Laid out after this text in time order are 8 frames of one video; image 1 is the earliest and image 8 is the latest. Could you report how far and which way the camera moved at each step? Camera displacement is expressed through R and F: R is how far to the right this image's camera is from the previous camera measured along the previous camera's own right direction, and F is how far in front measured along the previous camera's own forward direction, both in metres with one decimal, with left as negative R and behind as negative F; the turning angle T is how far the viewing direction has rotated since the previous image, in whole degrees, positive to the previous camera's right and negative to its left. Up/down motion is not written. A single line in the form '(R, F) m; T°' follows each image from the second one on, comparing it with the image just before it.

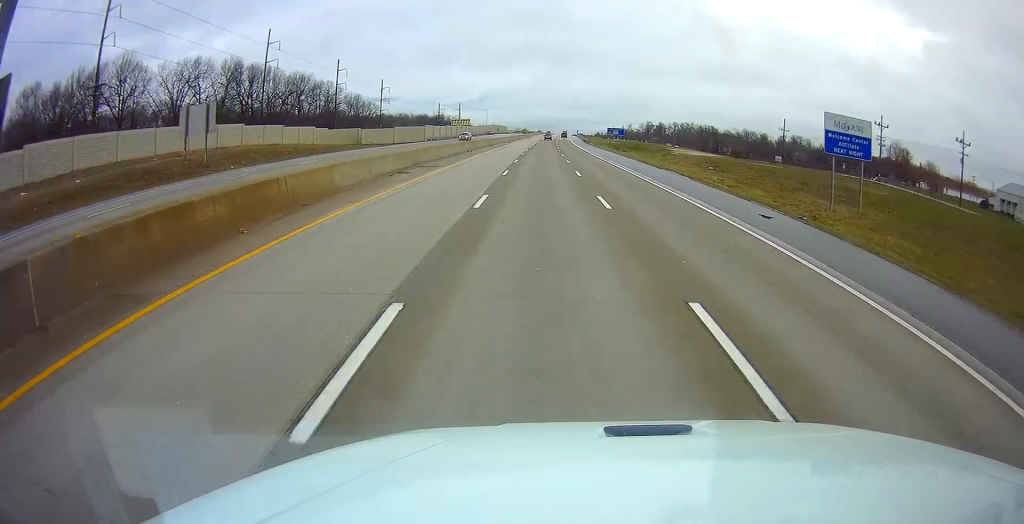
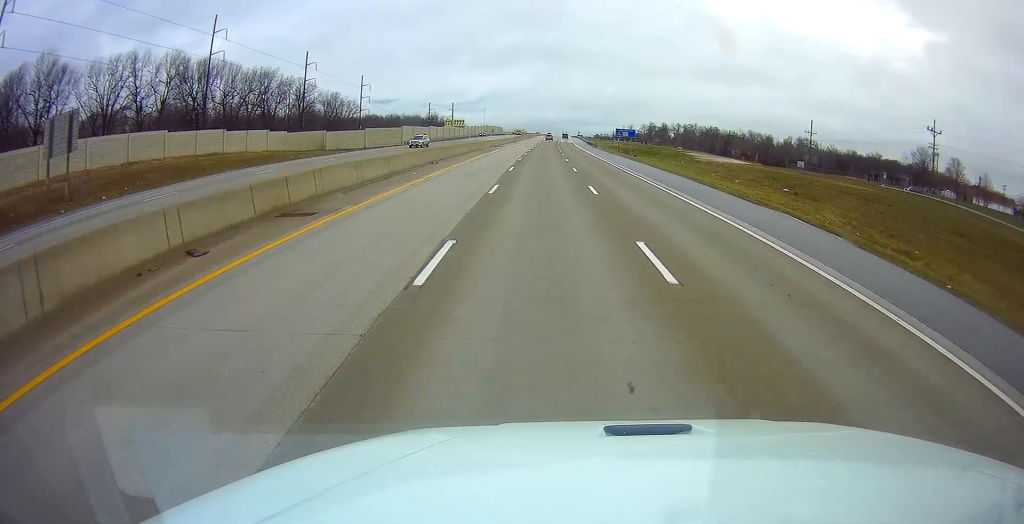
(0.0, +20.0) m; +1°
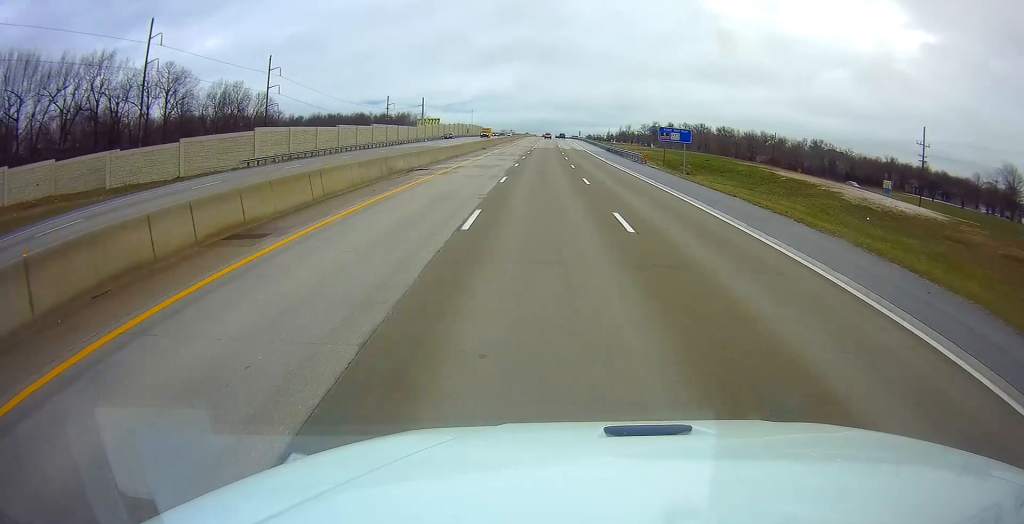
(+1.4, +56.3) m; +2°
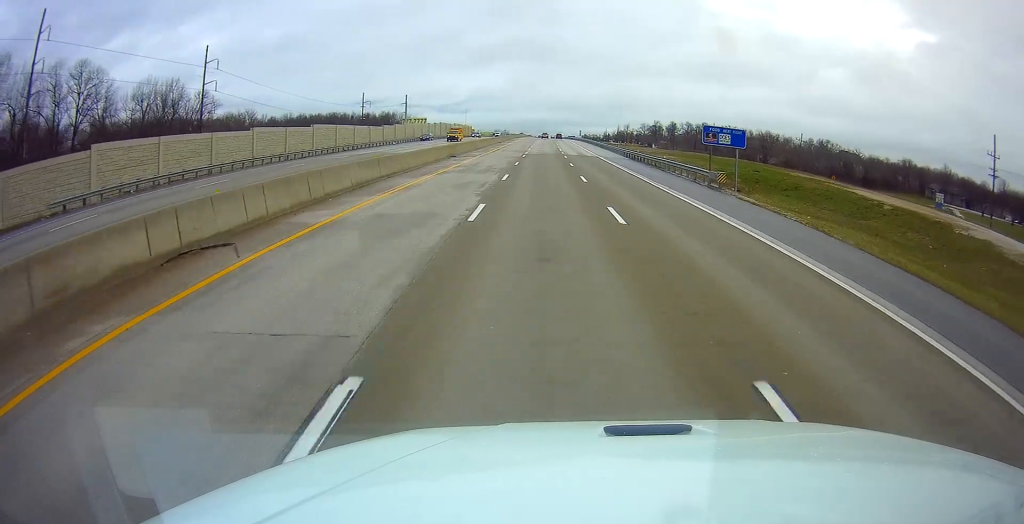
(0.0, +23.2) m; 0°
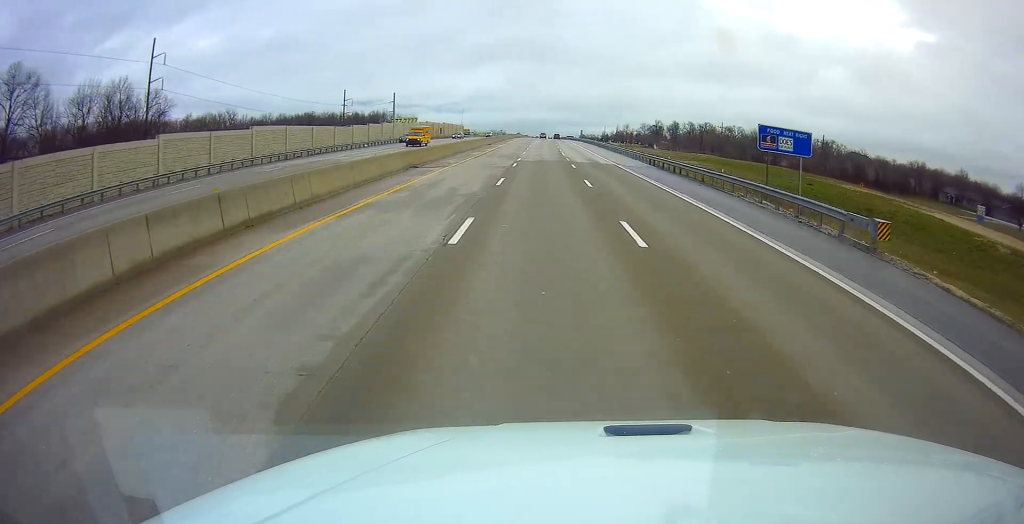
(0.0, +15.2) m; 0°
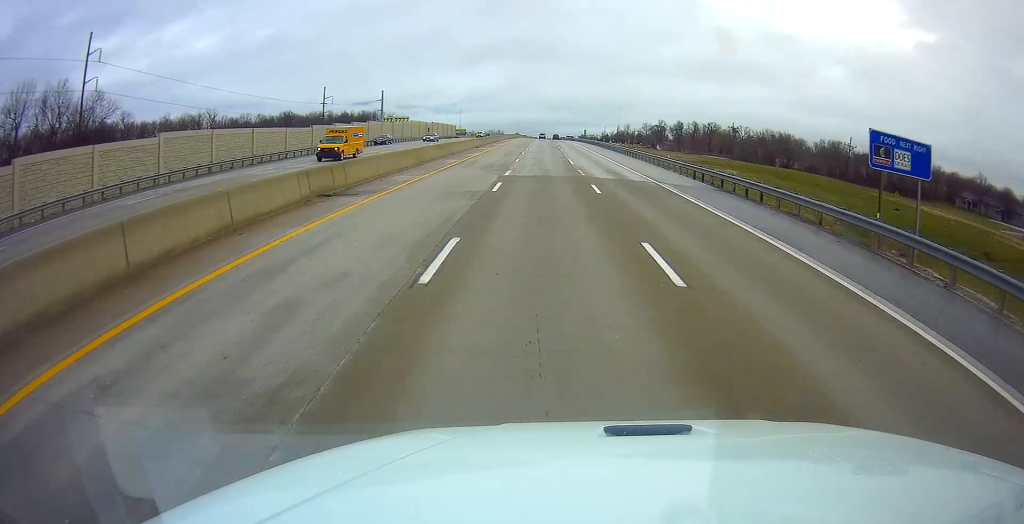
(0.0, +15.2) m; 0°
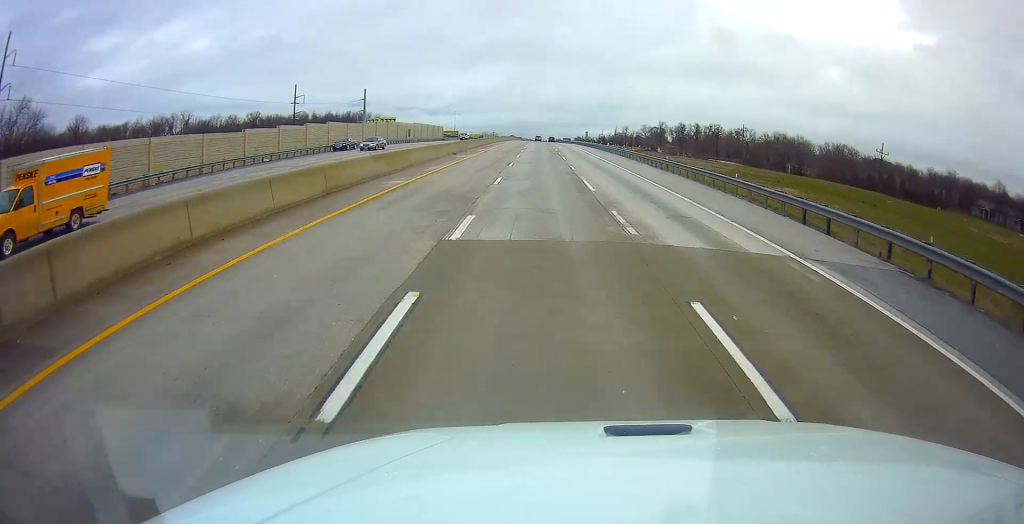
(0.0, +16.3) m; 0°
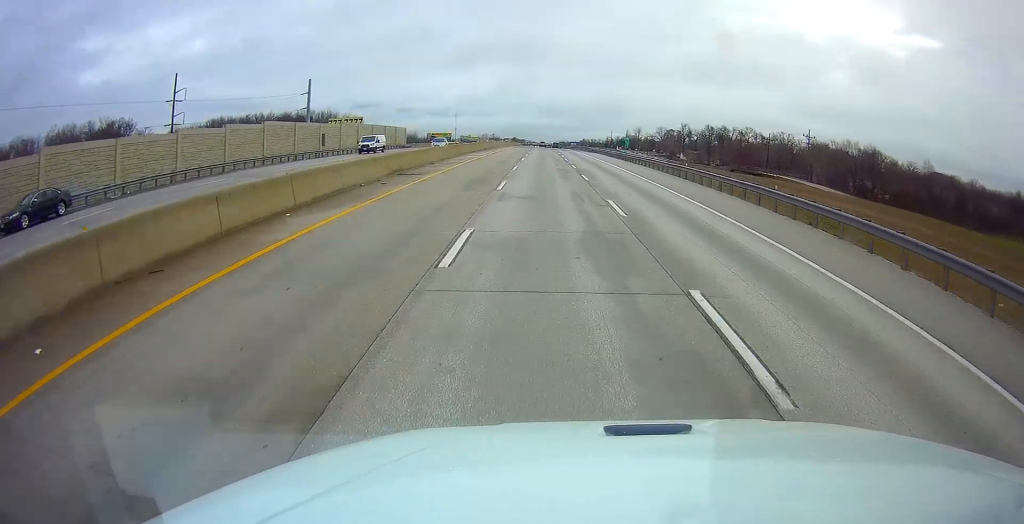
(+0.8, +50.9) m; +1°
